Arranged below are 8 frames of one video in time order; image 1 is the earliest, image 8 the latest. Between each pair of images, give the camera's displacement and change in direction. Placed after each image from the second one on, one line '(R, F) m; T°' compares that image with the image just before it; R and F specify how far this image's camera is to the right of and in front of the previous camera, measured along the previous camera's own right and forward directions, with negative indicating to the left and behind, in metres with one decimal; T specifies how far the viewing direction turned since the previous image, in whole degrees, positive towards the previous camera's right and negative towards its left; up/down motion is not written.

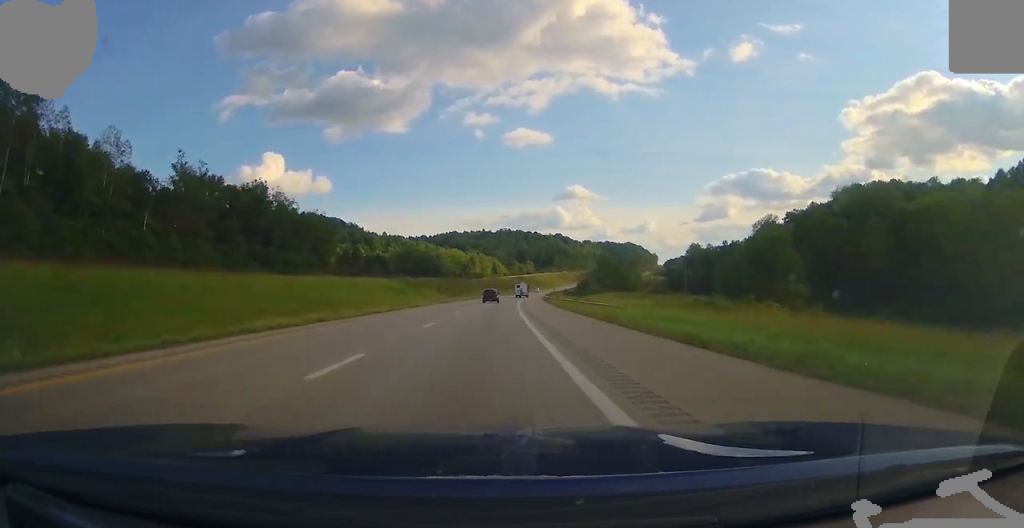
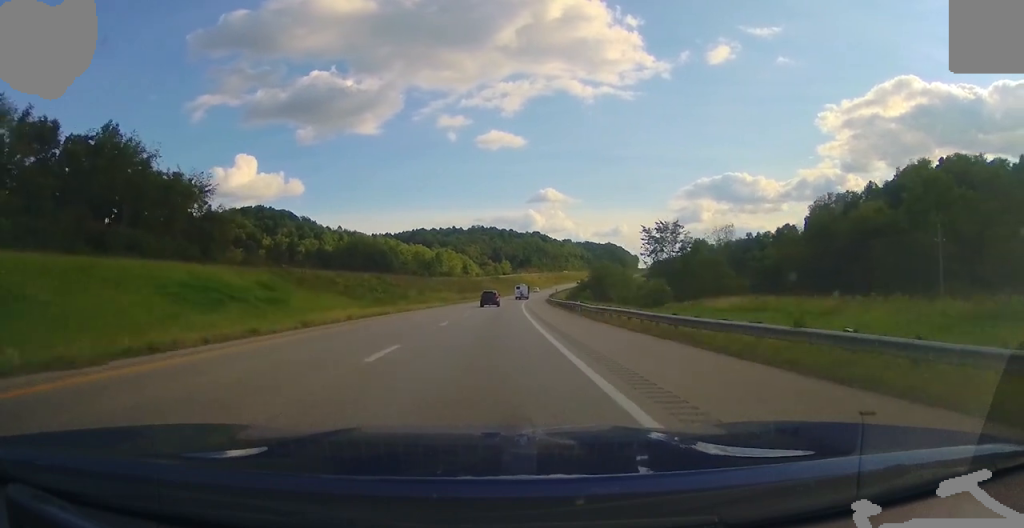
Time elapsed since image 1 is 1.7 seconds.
(+1.5, +59.2) m; +4°
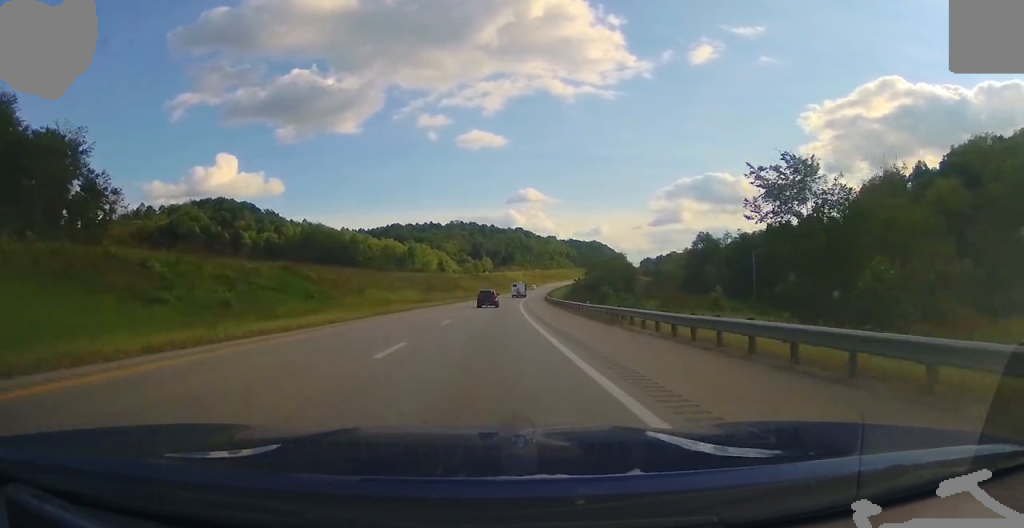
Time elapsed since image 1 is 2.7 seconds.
(+1.0, +36.0) m; +2°
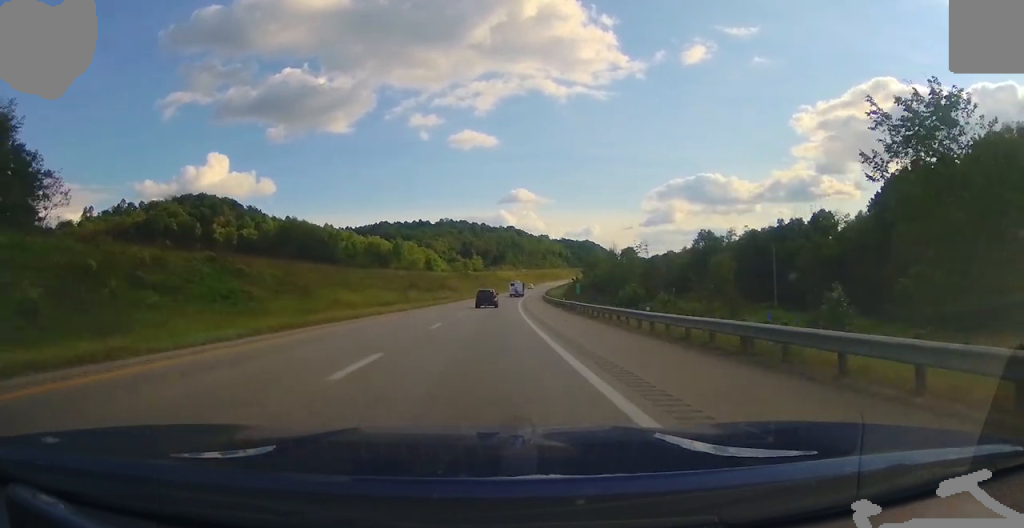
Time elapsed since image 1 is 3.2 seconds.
(+0.1, +15.1) m; 0°
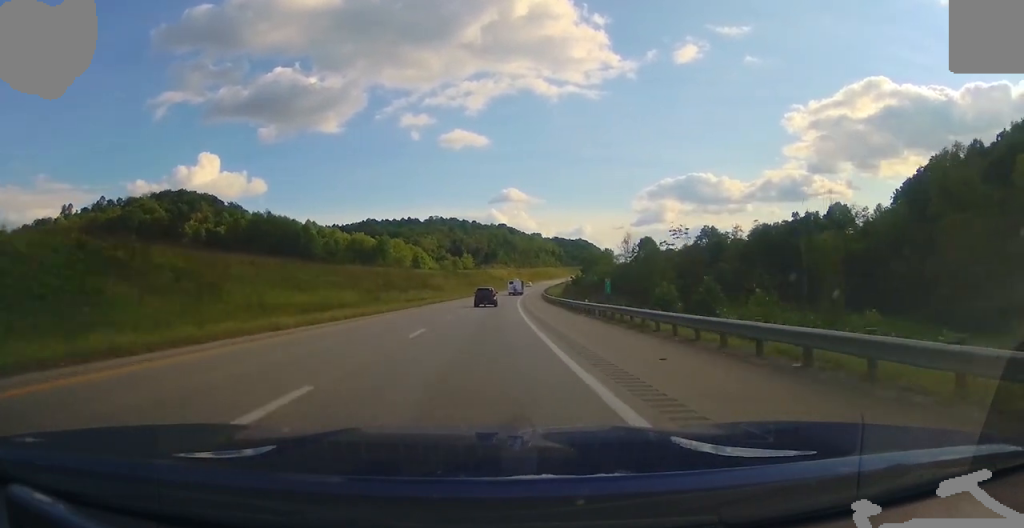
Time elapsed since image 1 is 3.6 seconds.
(0.0, +16.2) m; +1°
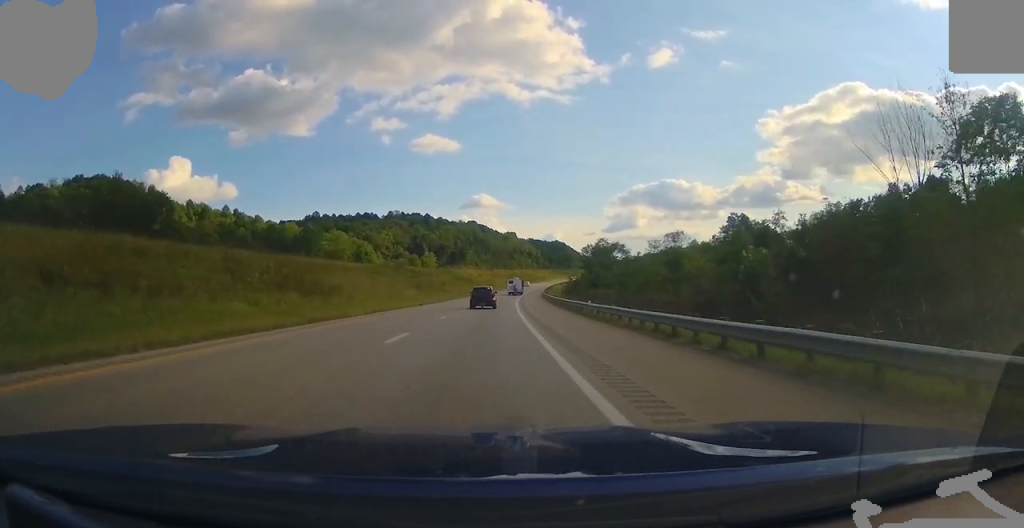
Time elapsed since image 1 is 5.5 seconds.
(+1.4, +63.8) m; +3°
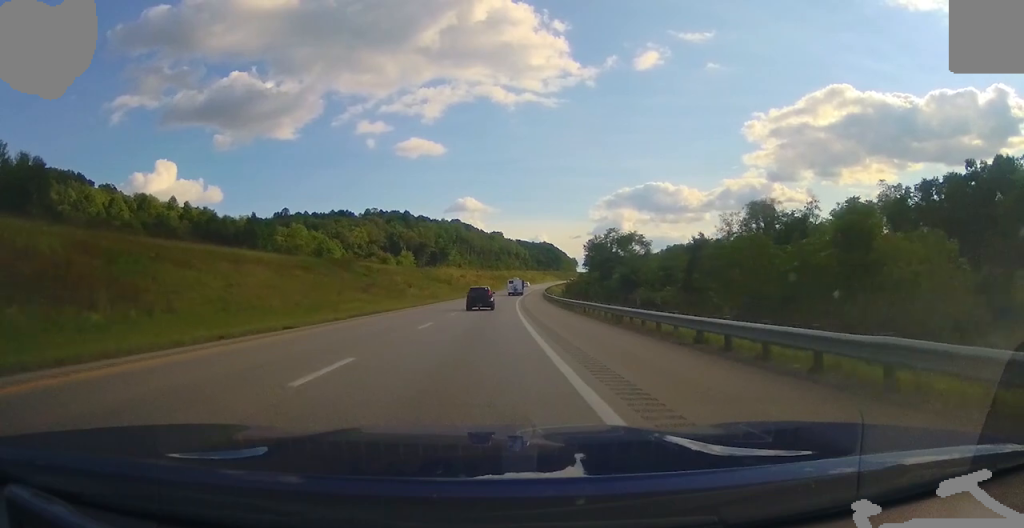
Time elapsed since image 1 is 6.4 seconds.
(+0.3, +31.3) m; +2°
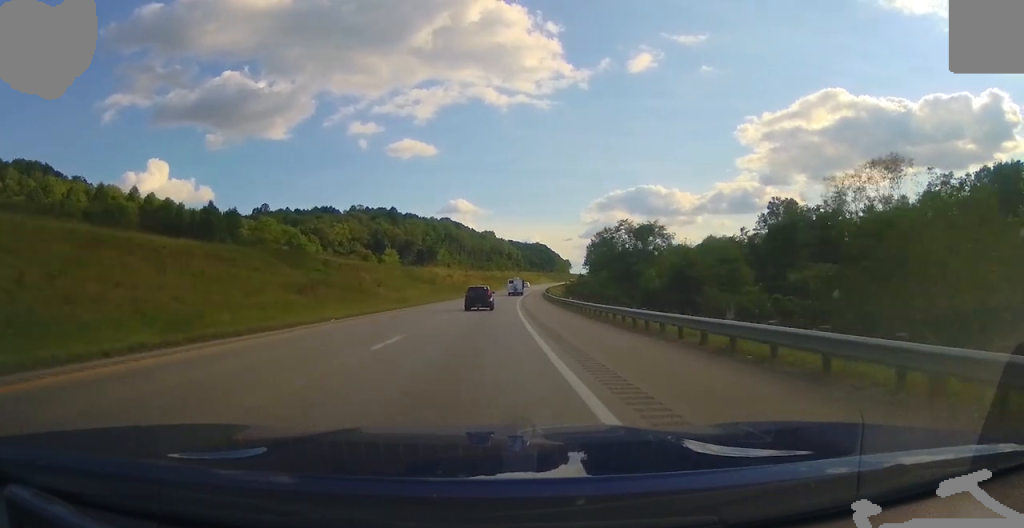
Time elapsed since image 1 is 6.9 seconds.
(+0.1, +19.6) m; +2°
